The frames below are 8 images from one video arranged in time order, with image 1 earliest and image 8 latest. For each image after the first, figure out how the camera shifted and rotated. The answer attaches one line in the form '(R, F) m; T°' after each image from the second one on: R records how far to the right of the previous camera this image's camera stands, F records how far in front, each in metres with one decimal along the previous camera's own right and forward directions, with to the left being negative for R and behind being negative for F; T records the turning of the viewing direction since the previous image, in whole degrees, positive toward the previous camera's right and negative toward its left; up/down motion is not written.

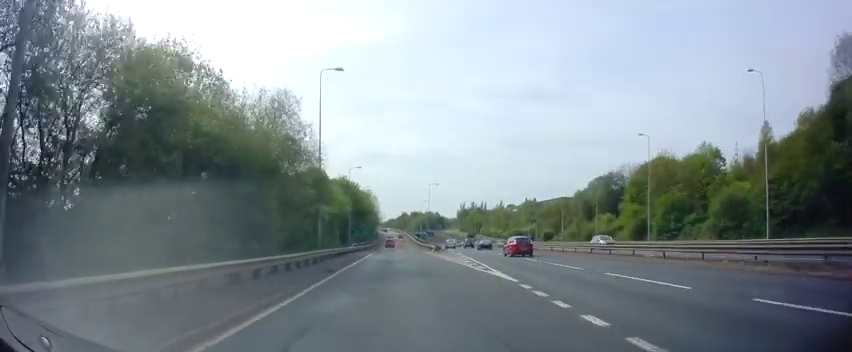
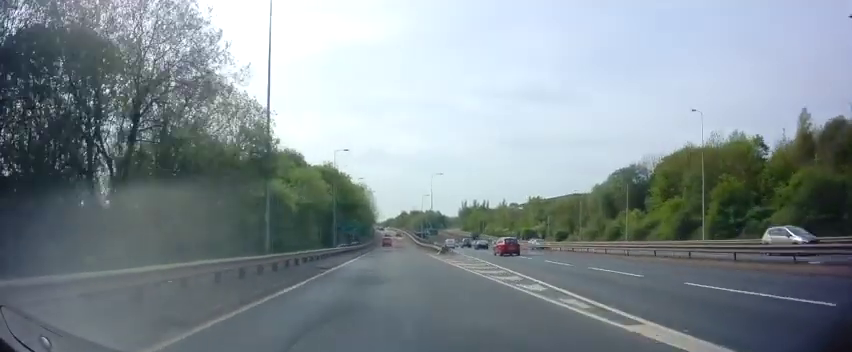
(-0.2, +13.6) m; -1°
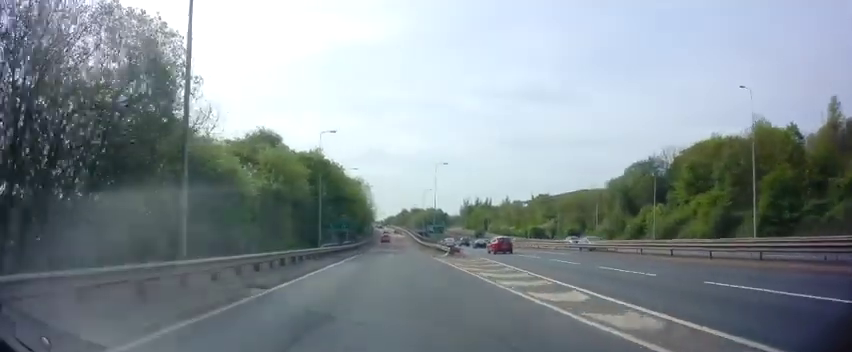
(0.0, +9.2) m; 0°
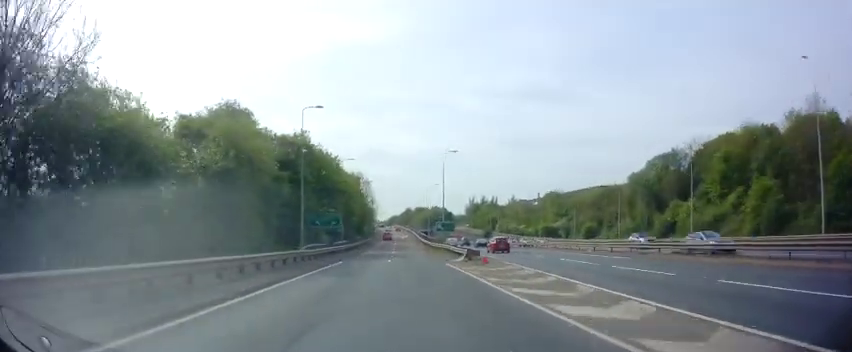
(0.0, +9.2) m; 0°
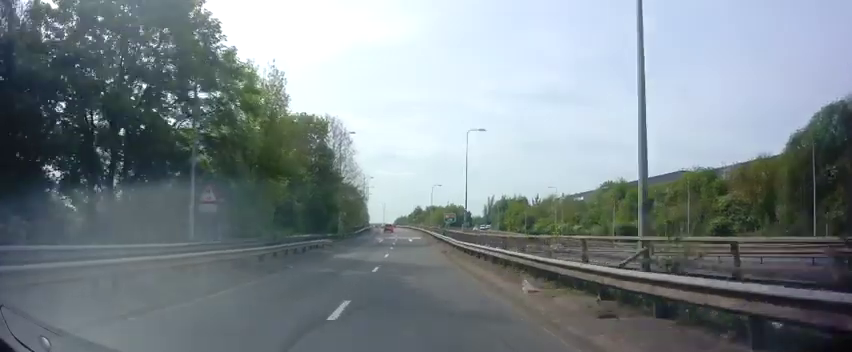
(-0.7, +48.8) m; -1°
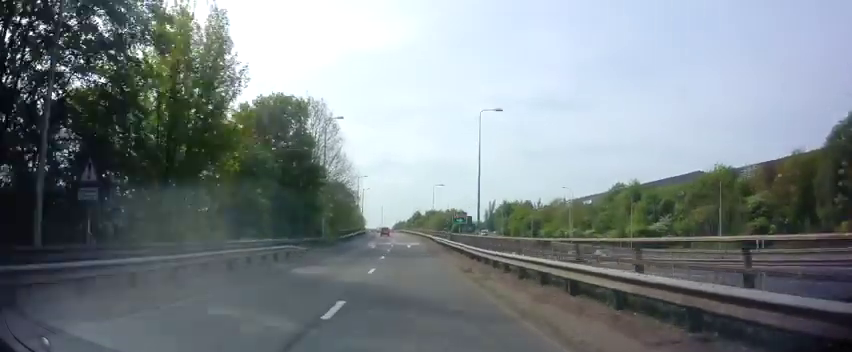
(0.0, +9.0) m; 0°
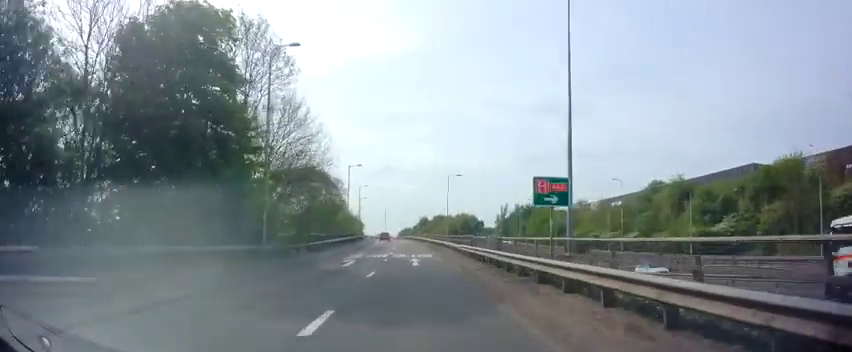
(-0.2, +19.4) m; -1°
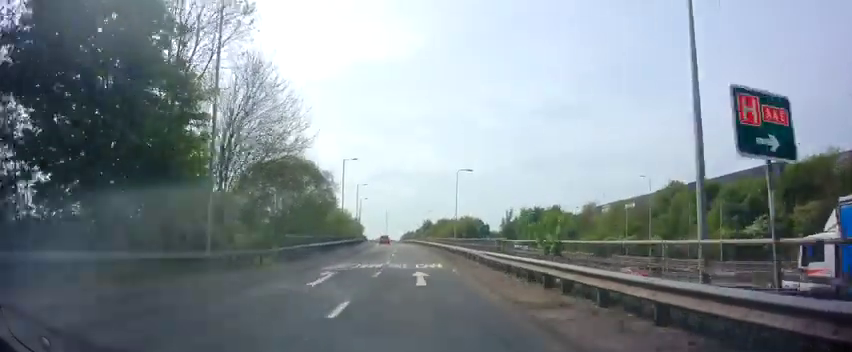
(+0.1, +7.5) m; 0°
